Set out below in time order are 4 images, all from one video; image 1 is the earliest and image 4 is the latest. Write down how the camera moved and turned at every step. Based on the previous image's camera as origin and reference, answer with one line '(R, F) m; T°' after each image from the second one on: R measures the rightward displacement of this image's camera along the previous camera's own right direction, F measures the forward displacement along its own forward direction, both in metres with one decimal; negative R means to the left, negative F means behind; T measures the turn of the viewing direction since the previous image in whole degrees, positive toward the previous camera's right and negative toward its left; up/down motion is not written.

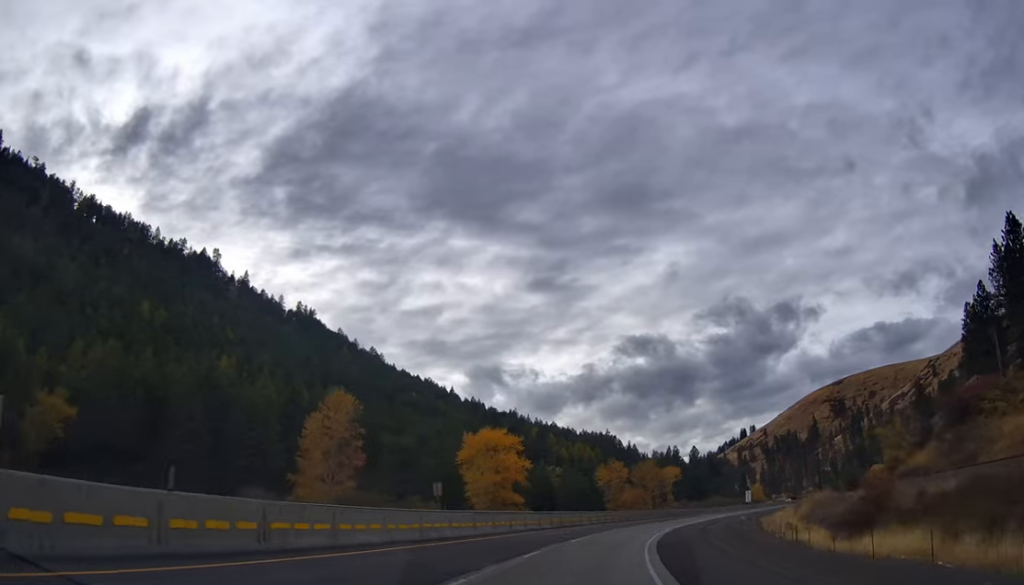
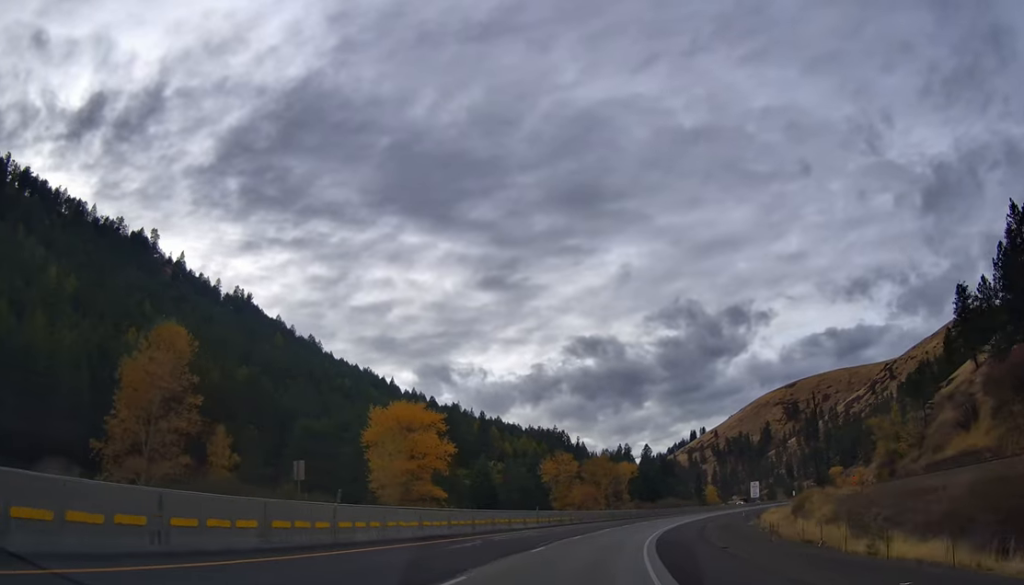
(+0.7, +22.5) m; +4°
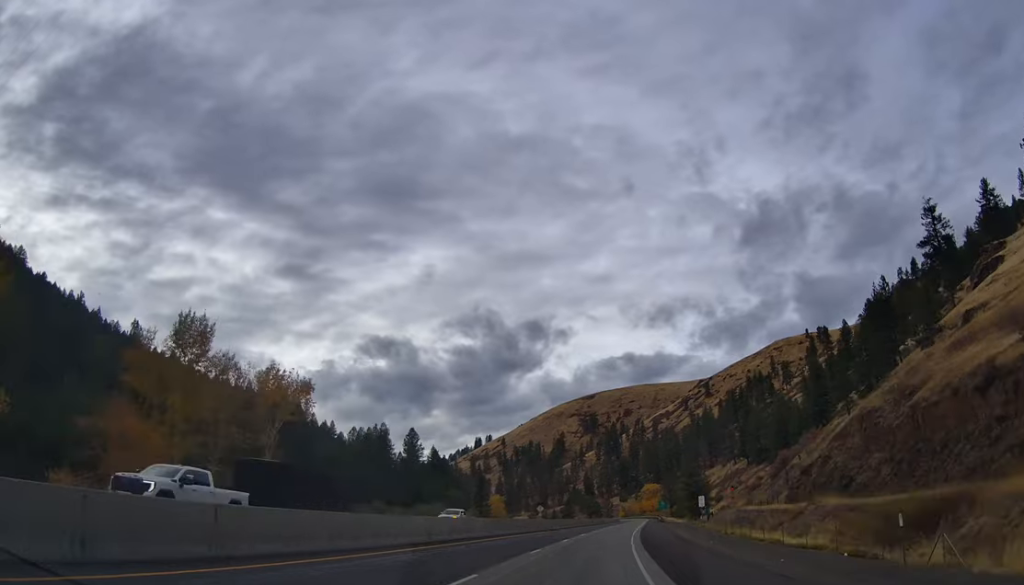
(+20.7, +99.9) m; +21°
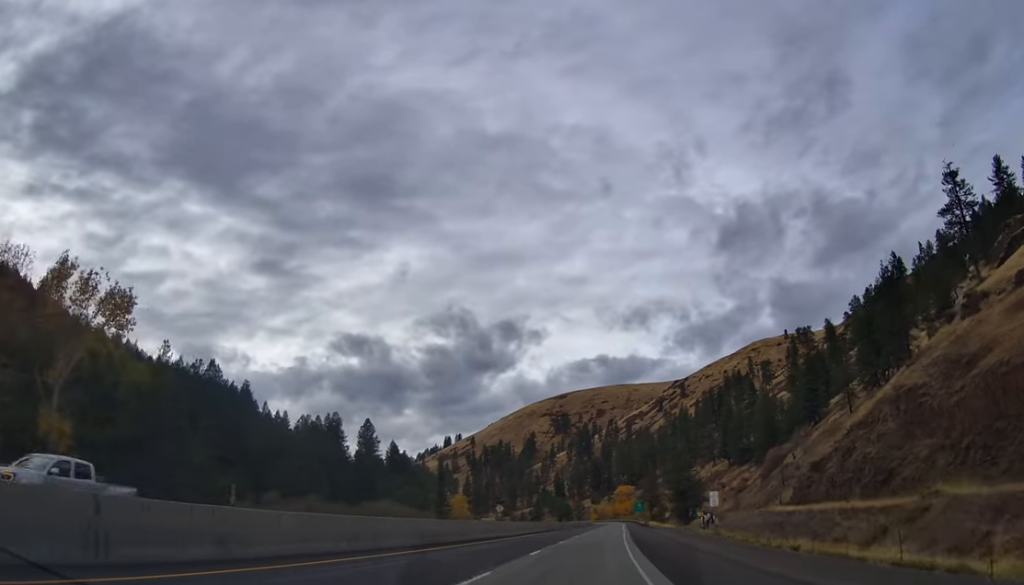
(+0.4, +22.1) m; +4°
